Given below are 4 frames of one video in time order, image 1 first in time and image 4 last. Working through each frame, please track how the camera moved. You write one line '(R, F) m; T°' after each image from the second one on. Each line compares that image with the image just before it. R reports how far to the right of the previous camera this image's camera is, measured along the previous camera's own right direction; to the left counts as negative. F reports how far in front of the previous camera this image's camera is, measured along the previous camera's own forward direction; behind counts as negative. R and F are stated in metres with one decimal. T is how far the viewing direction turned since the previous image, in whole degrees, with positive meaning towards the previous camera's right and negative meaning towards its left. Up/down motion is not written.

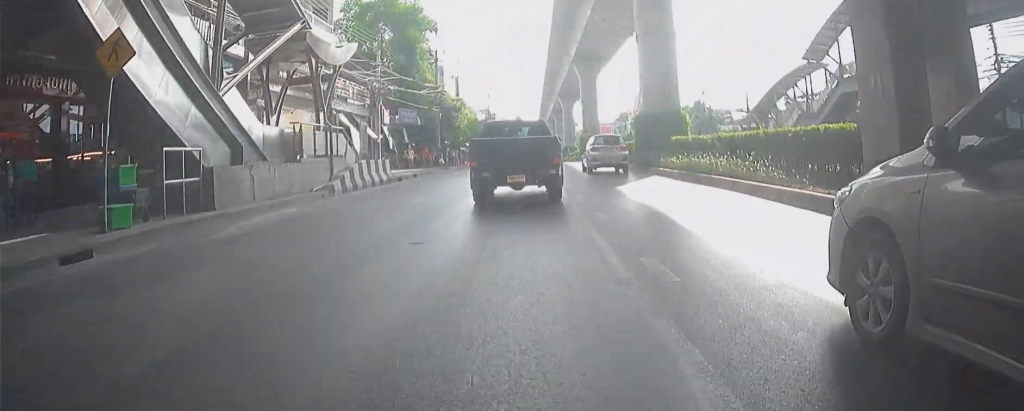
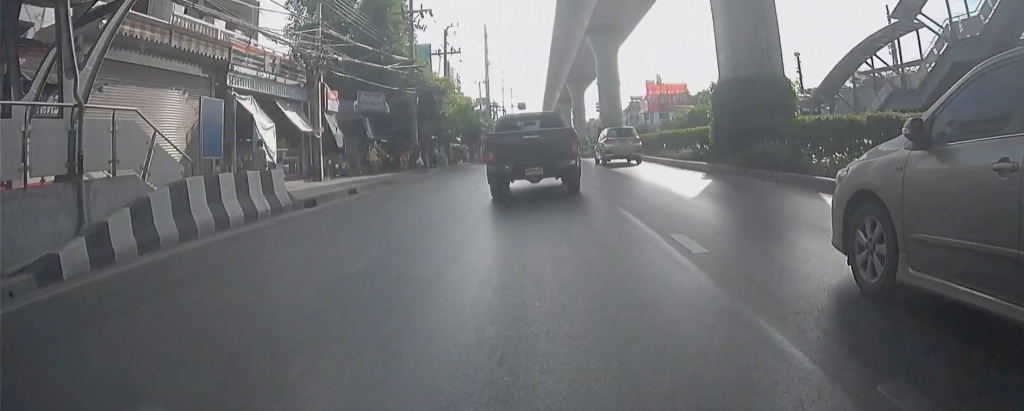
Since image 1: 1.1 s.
(-0.7, +10.7) m; -10°
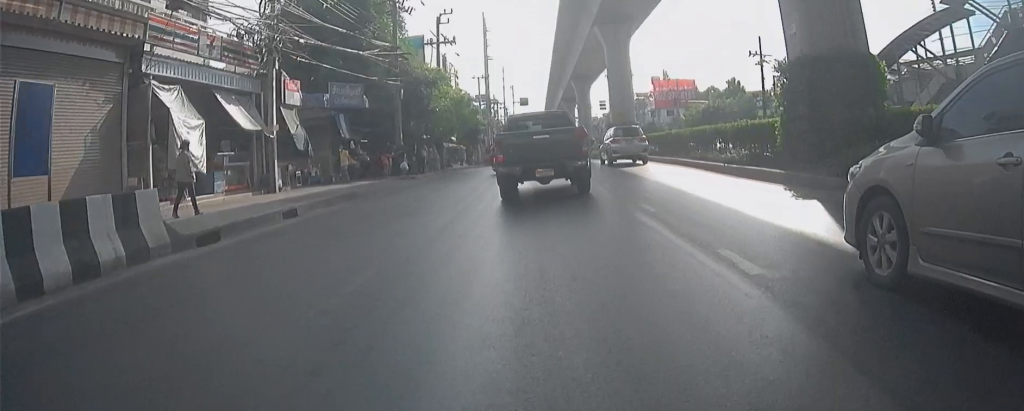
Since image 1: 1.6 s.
(-0.4, +4.7) m; -4°
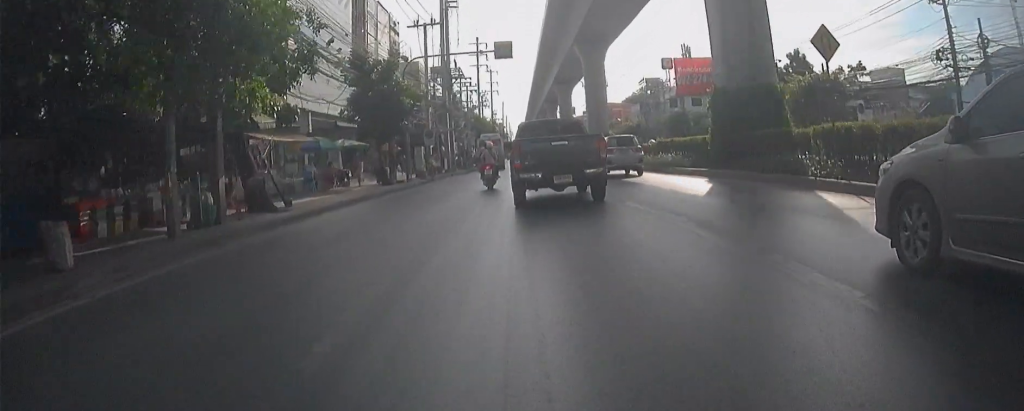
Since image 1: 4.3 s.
(-2.2, +31.5) m; +1°
